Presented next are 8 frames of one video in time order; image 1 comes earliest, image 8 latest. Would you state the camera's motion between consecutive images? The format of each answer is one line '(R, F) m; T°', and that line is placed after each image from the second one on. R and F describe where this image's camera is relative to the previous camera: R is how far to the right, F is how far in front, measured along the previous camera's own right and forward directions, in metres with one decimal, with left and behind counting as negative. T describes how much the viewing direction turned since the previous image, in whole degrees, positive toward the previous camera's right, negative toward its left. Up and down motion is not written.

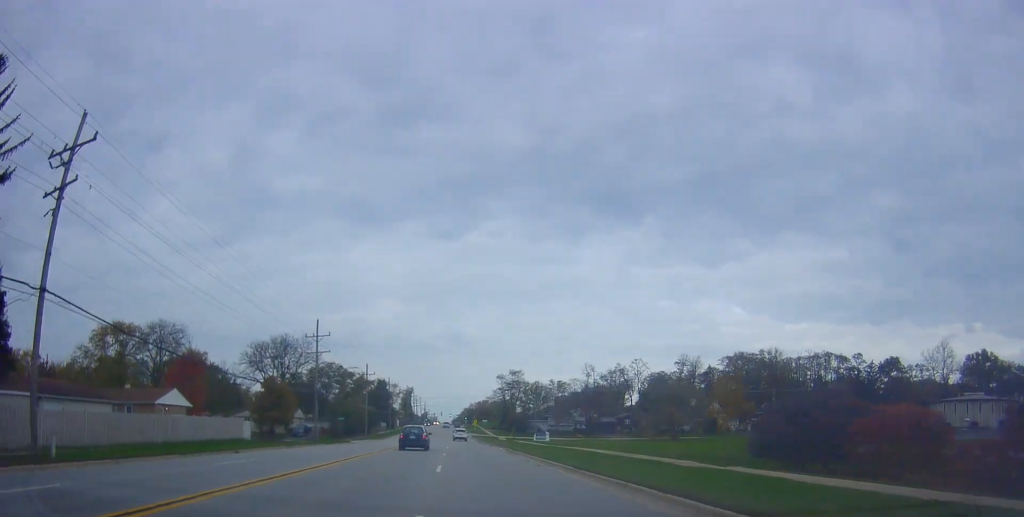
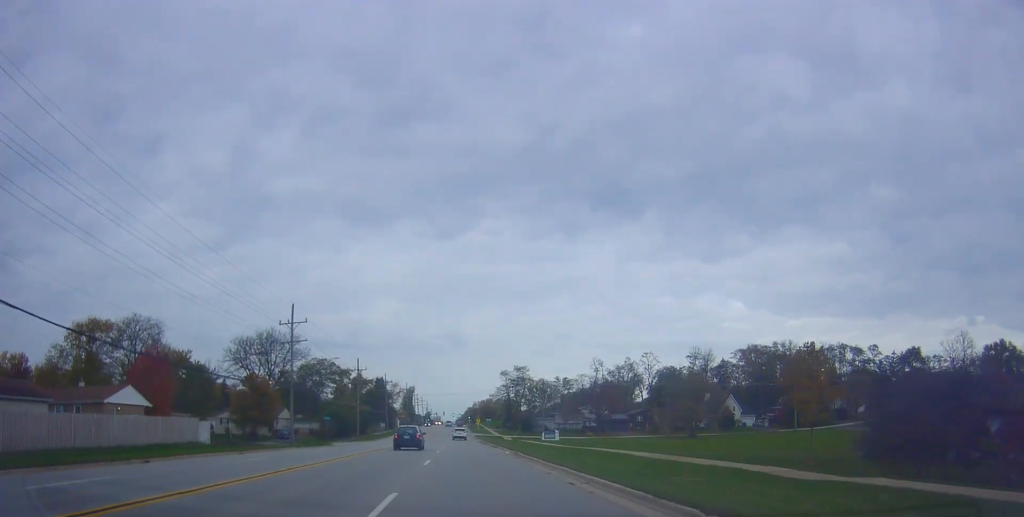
(+0.3, +9.3) m; 0°
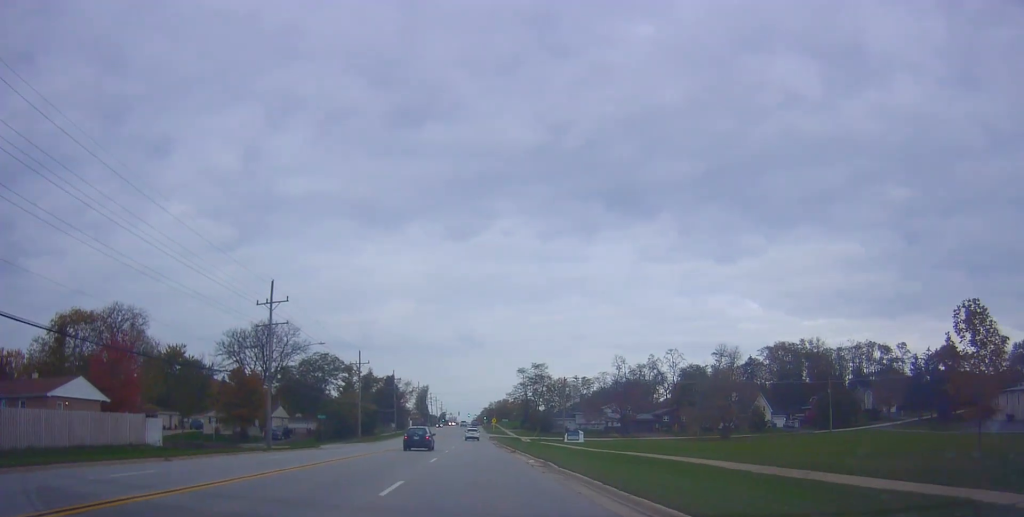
(+0.2, +9.7) m; 0°
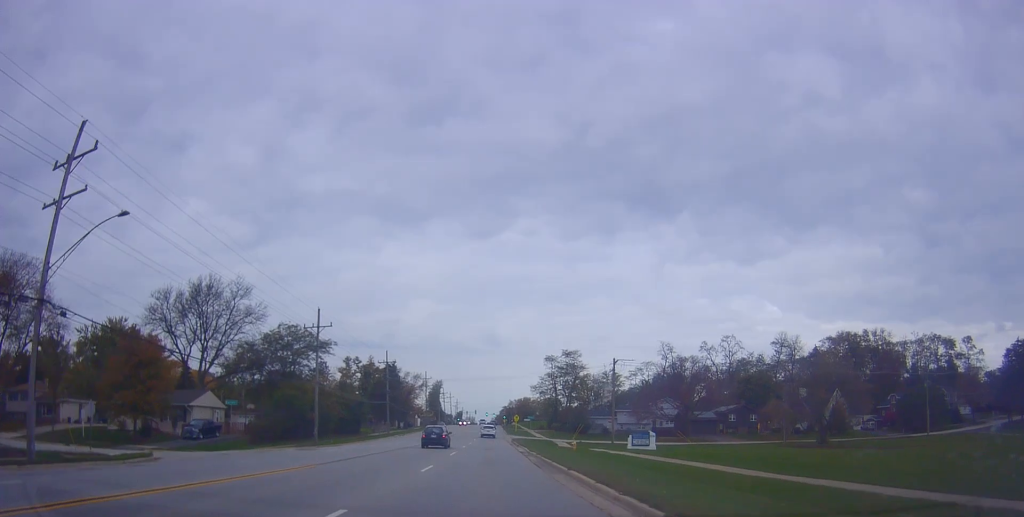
(-0.8, +30.1) m; -2°
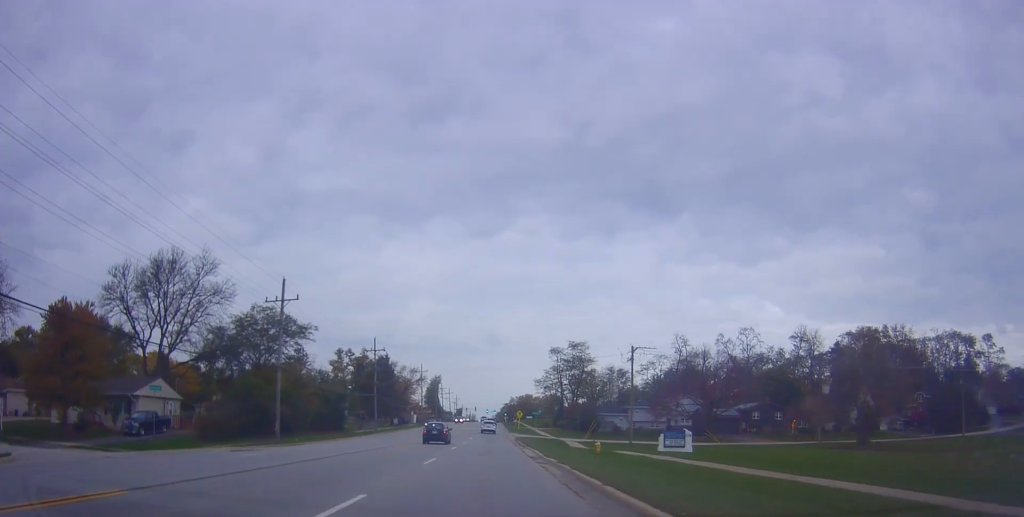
(0.0, +10.8) m; 0°
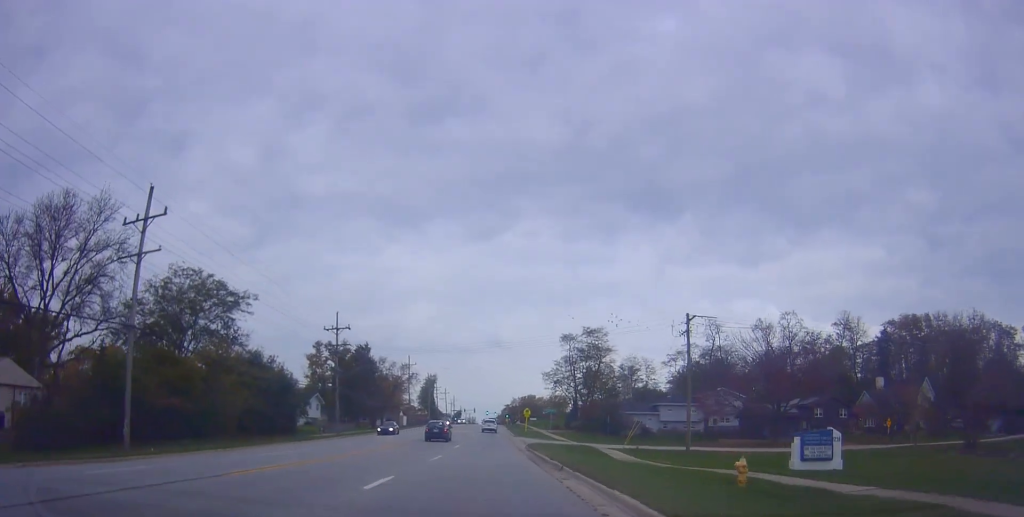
(0.0, +22.0) m; 0°
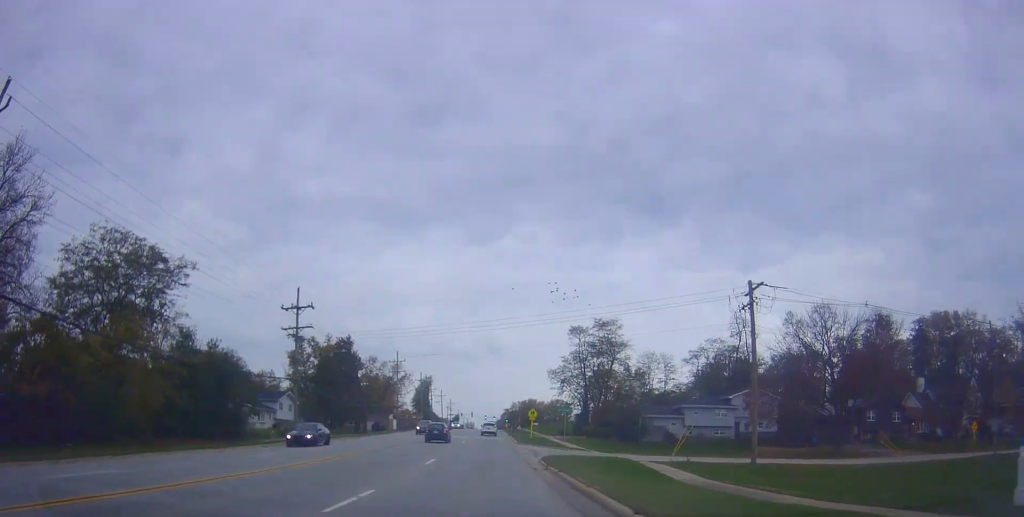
(+0.1, +13.7) m; -1°
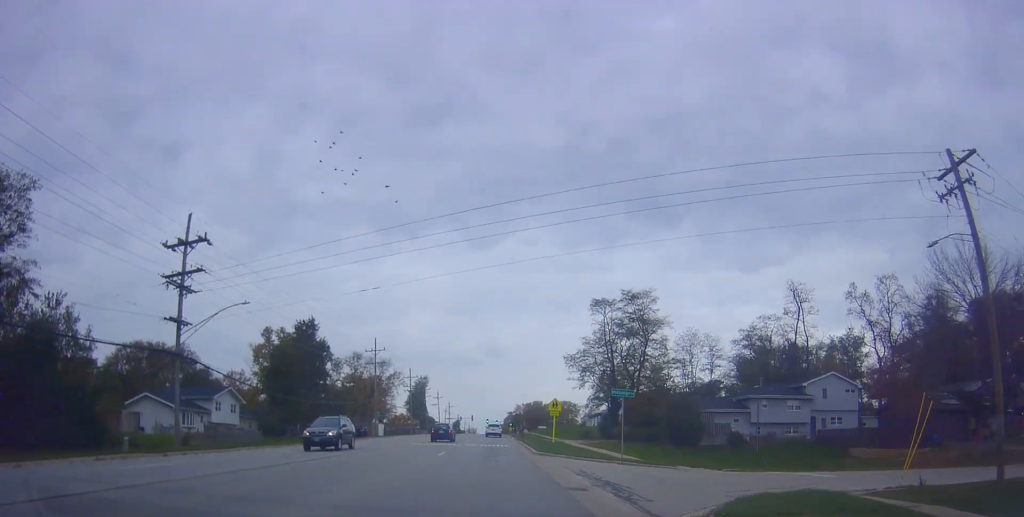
(-0.5, +21.6) m; 0°
